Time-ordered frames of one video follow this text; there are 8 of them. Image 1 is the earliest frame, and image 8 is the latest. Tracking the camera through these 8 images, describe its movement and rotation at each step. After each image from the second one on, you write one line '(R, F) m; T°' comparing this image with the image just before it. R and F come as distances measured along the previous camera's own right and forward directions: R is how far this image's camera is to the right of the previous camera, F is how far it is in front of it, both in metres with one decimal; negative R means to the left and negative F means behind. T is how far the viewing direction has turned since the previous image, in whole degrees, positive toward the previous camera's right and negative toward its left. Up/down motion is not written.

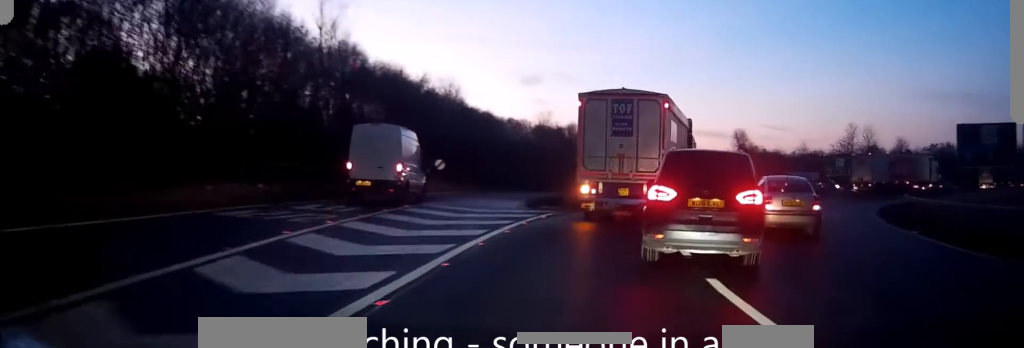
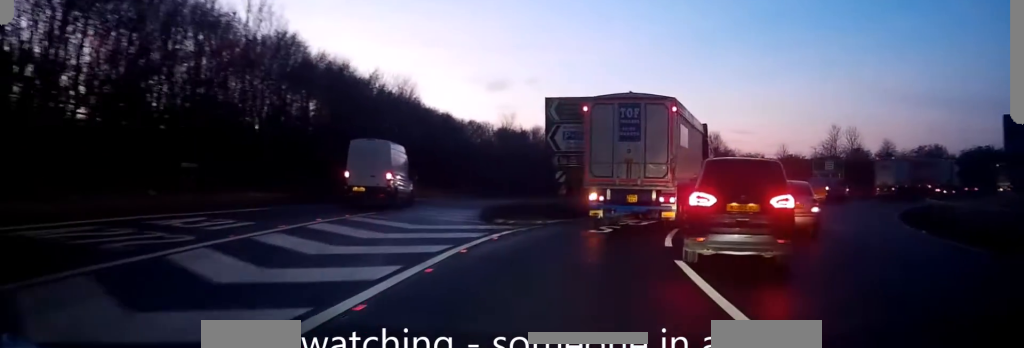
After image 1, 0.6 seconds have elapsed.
(-0.1, +5.8) m; +2°
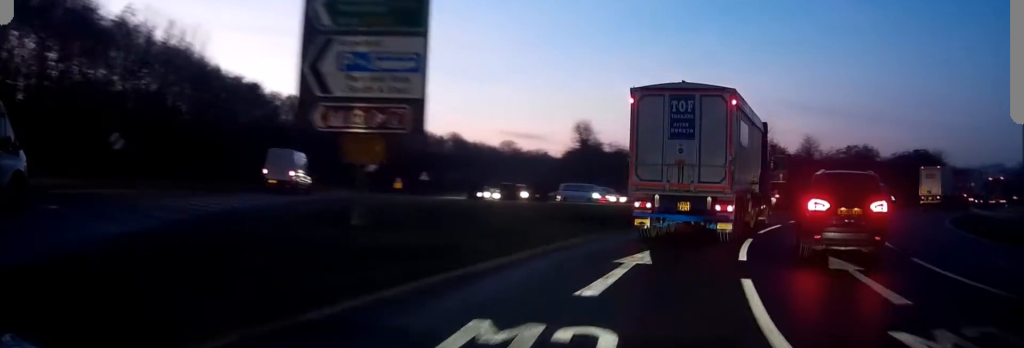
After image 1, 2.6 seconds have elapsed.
(+2.2, +19.6) m; +15°
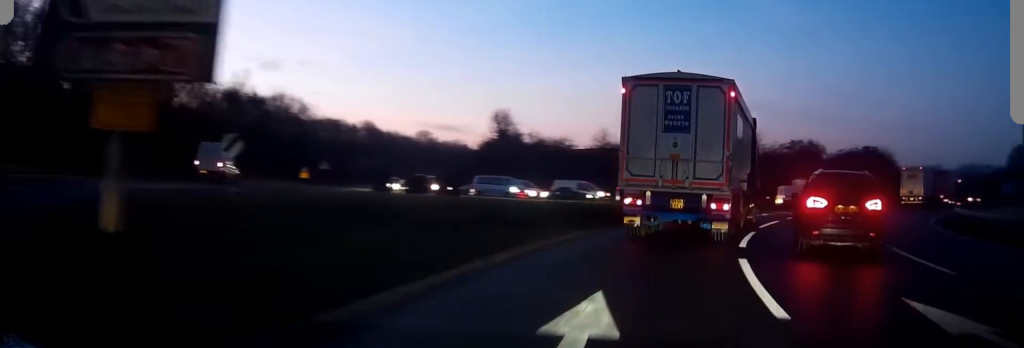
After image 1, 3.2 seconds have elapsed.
(+0.5, +6.5) m; +6°
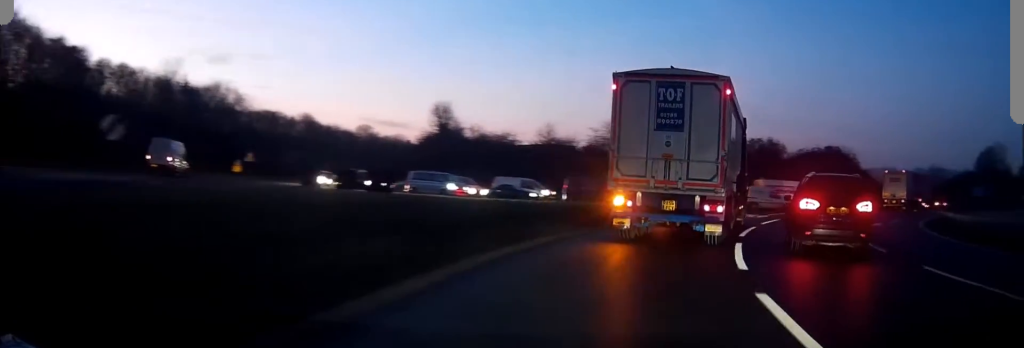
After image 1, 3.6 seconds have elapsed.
(0.0, +4.4) m; +4°
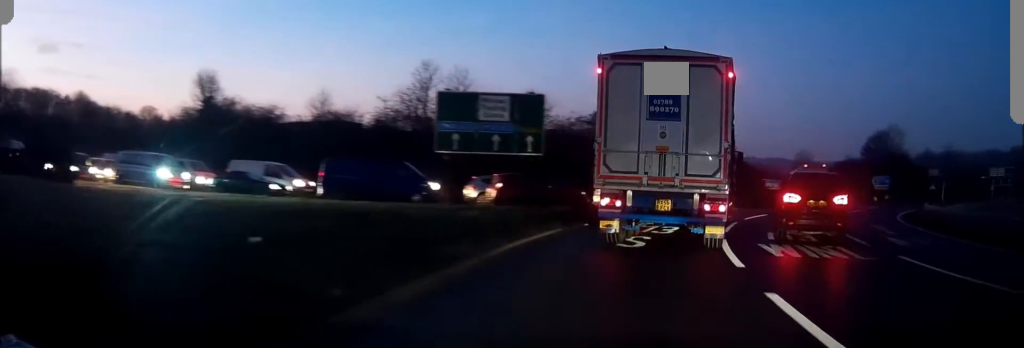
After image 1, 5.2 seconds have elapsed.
(+2.2, +18.4) m; +12°
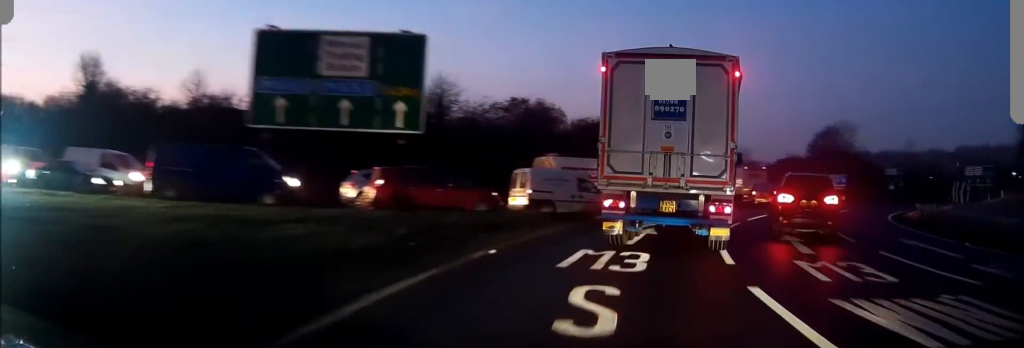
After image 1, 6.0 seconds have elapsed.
(+0.4, +8.7) m; +6°
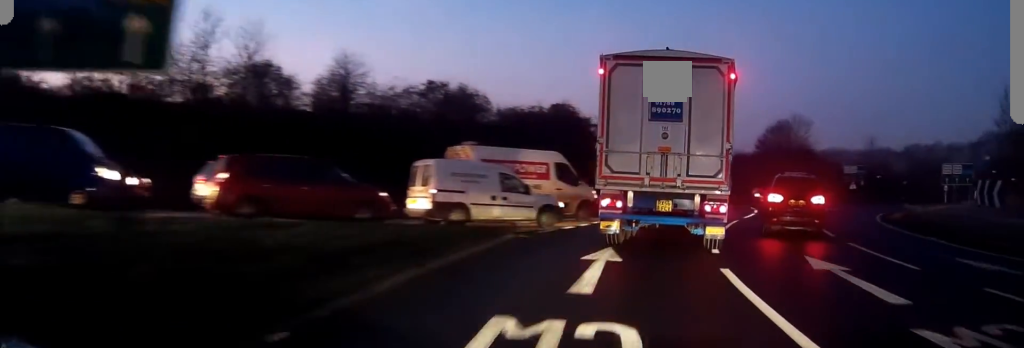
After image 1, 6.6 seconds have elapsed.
(+0.2, +7.1) m; +6°
